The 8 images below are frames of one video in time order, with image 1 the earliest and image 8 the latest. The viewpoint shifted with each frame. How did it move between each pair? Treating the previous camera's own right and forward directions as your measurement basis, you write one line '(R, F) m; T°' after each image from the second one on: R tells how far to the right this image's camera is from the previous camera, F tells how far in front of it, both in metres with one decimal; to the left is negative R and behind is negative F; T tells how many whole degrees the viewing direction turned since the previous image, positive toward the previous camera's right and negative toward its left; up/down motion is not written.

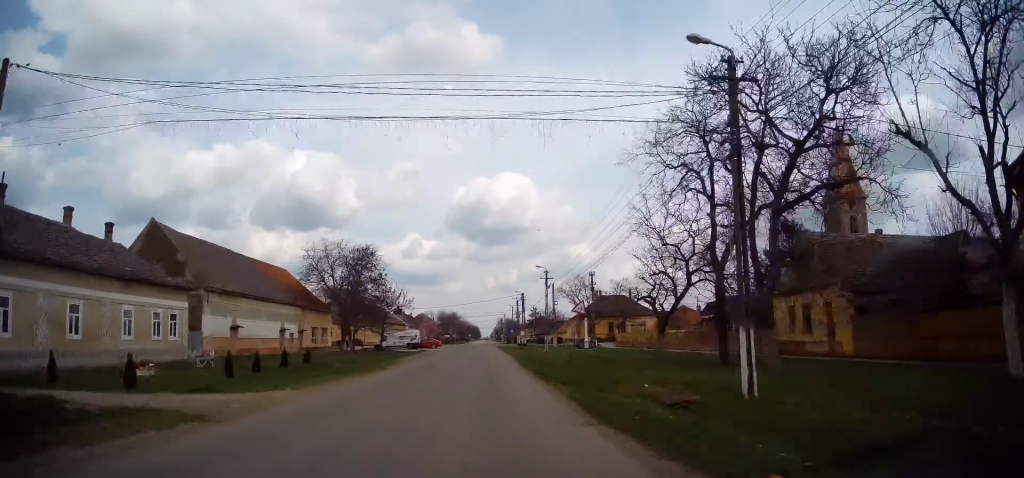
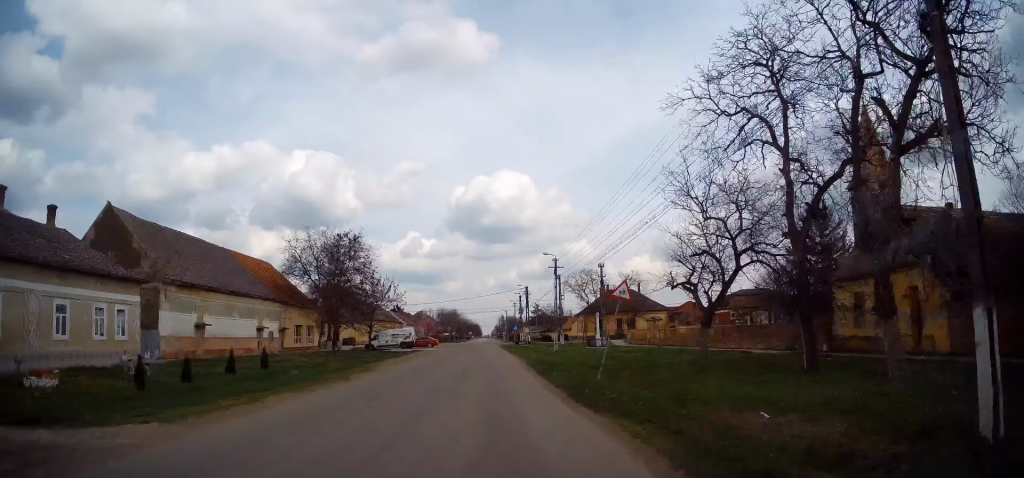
(+0.1, +6.4) m; +1°
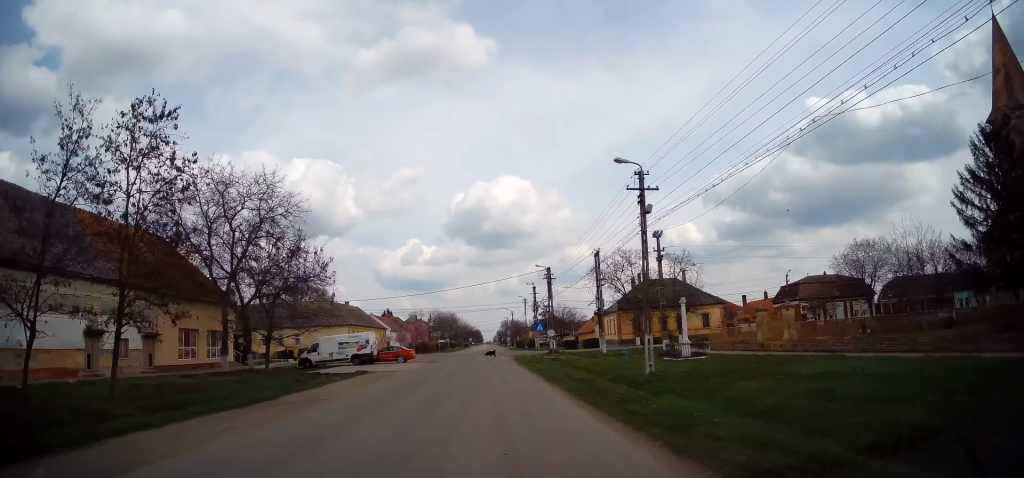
(-1.2, +26.0) m; -3°
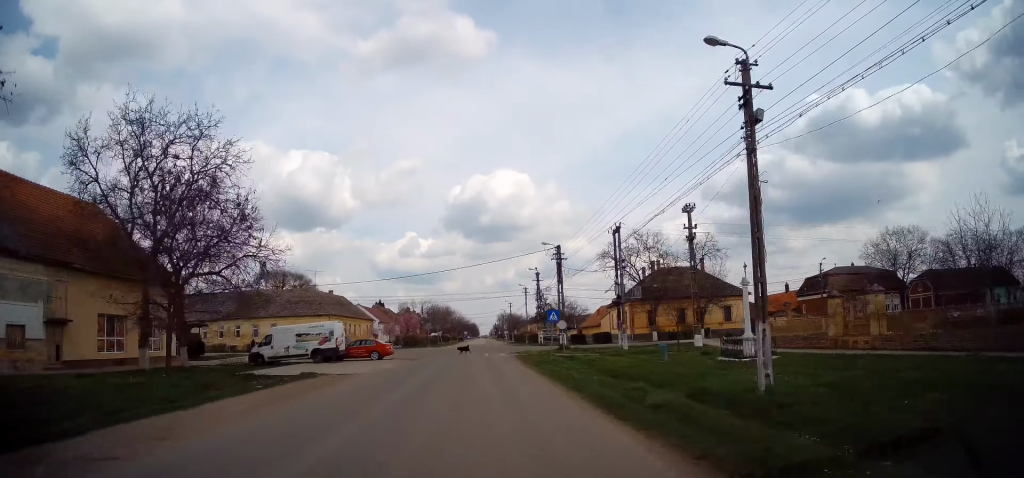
(+0.4, +9.5) m; +2°
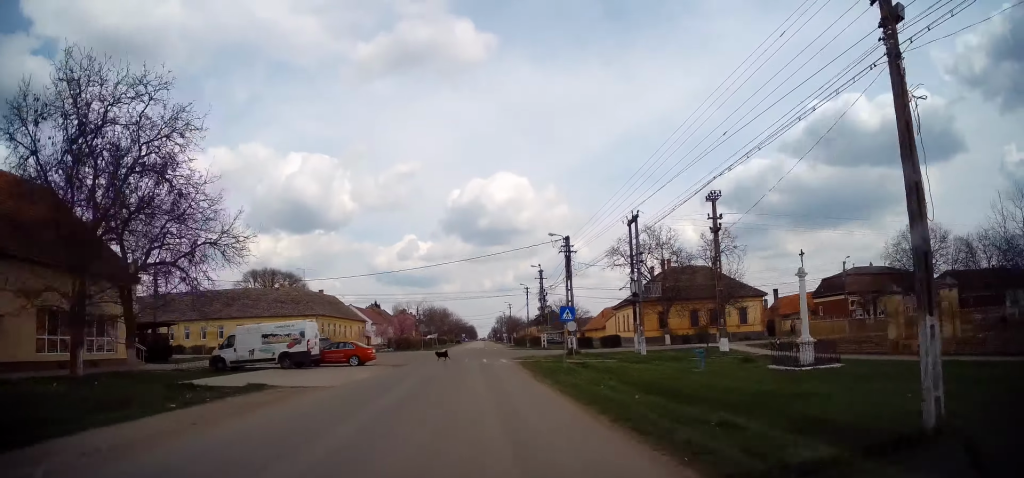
(0.0, +5.4) m; 0°
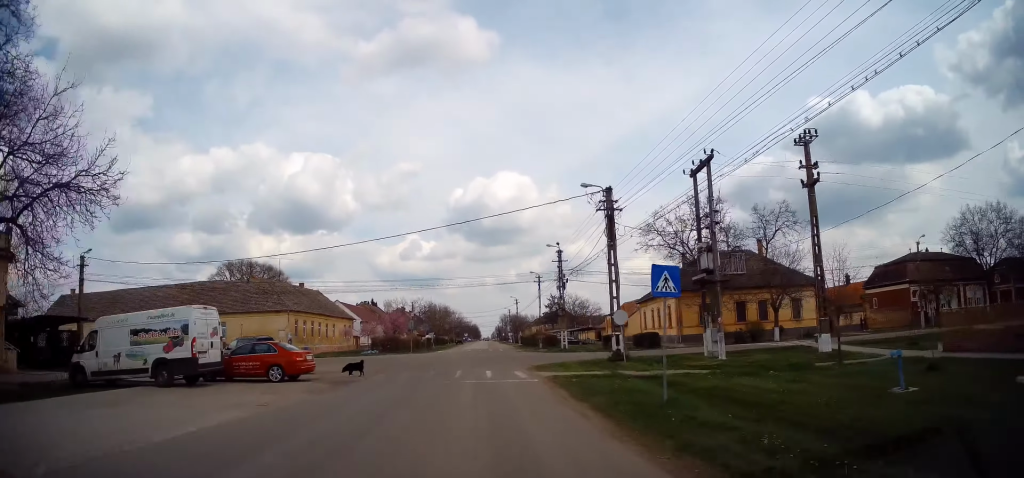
(-0.1, +12.4) m; -1°
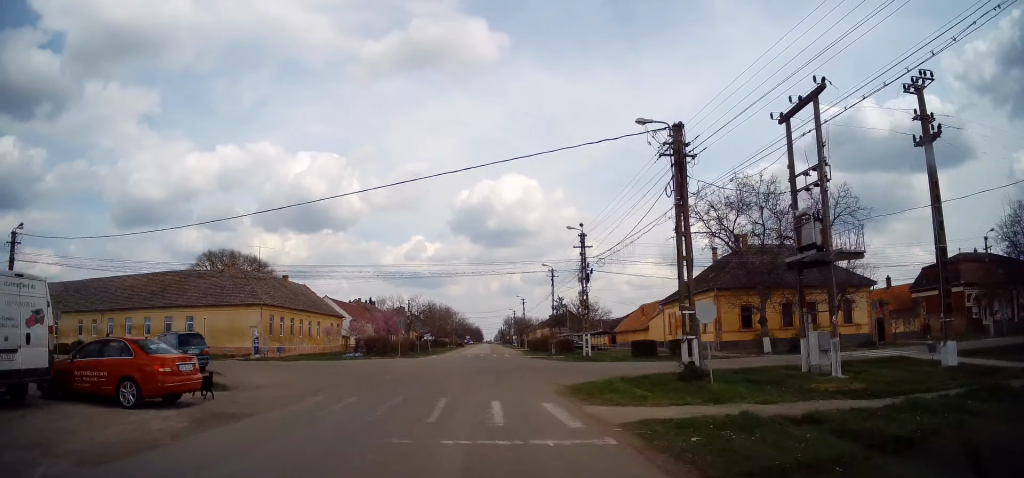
(0.0, +8.3) m; -1°
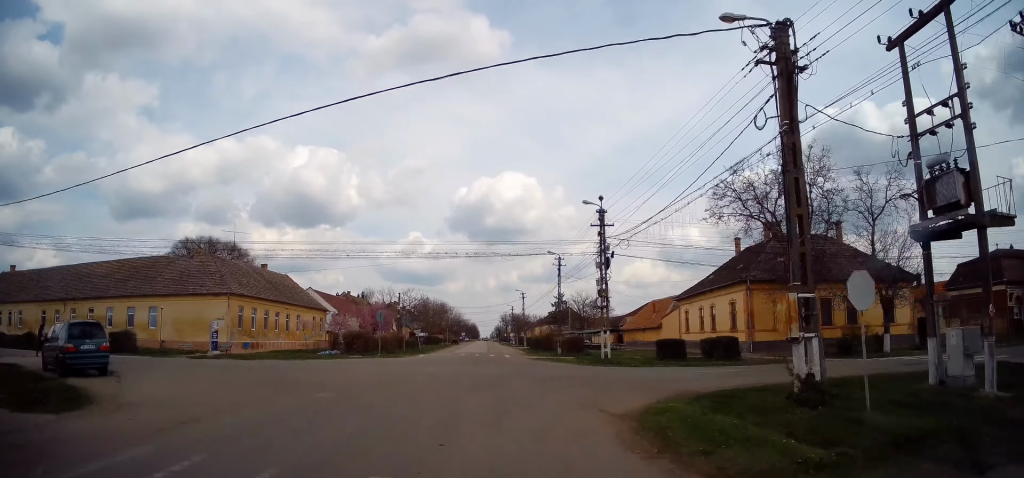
(0.0, +6.3) m; 0°
